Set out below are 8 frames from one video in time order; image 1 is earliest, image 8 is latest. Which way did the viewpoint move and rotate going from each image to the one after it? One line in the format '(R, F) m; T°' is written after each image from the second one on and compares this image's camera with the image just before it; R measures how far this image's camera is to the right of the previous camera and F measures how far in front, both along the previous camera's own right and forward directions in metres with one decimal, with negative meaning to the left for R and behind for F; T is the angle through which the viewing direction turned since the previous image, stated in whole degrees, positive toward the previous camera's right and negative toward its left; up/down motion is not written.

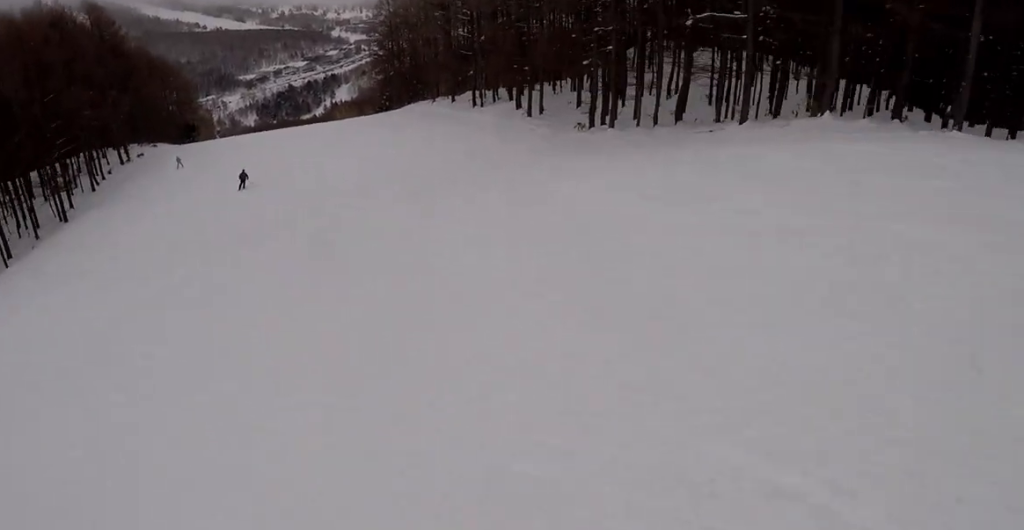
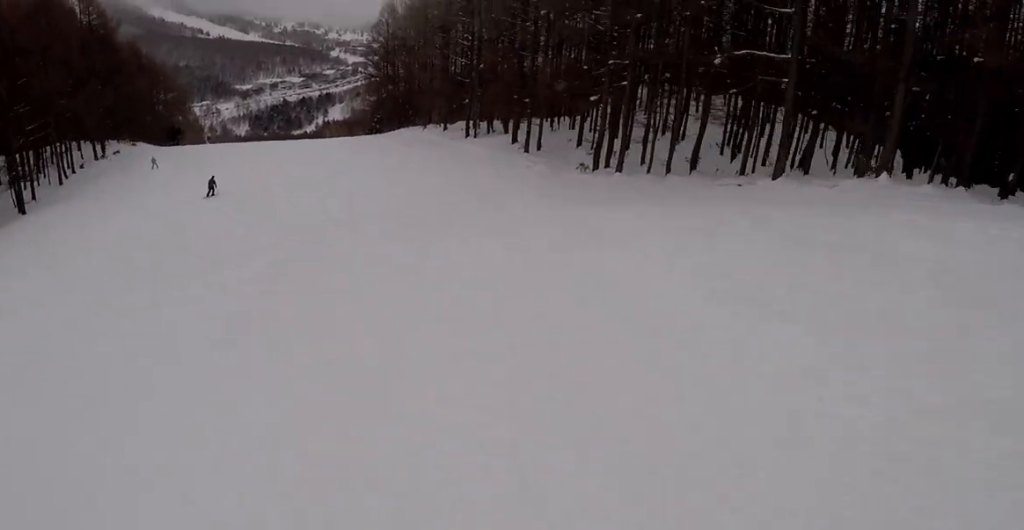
(+0.1, +5.0) m; -2°
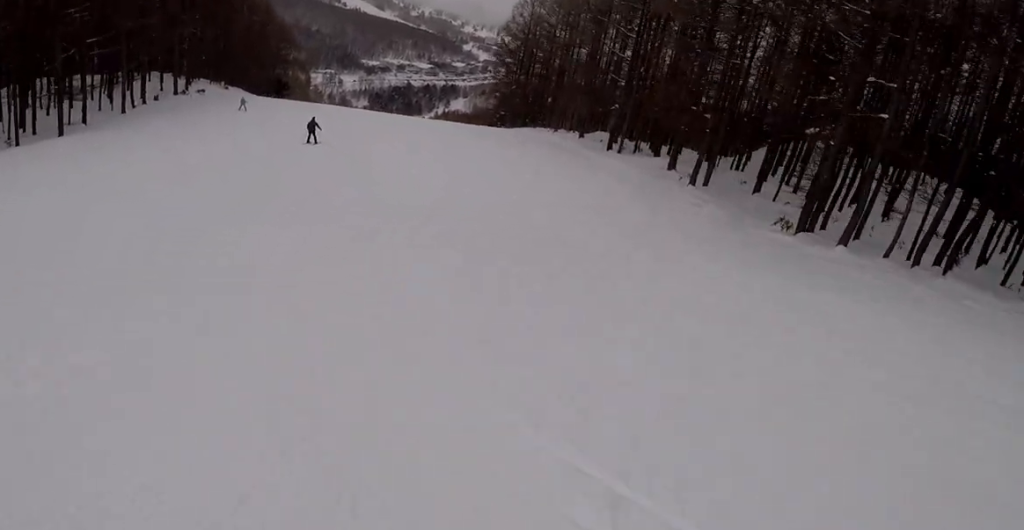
(-0.8, +12.2) m; -5°
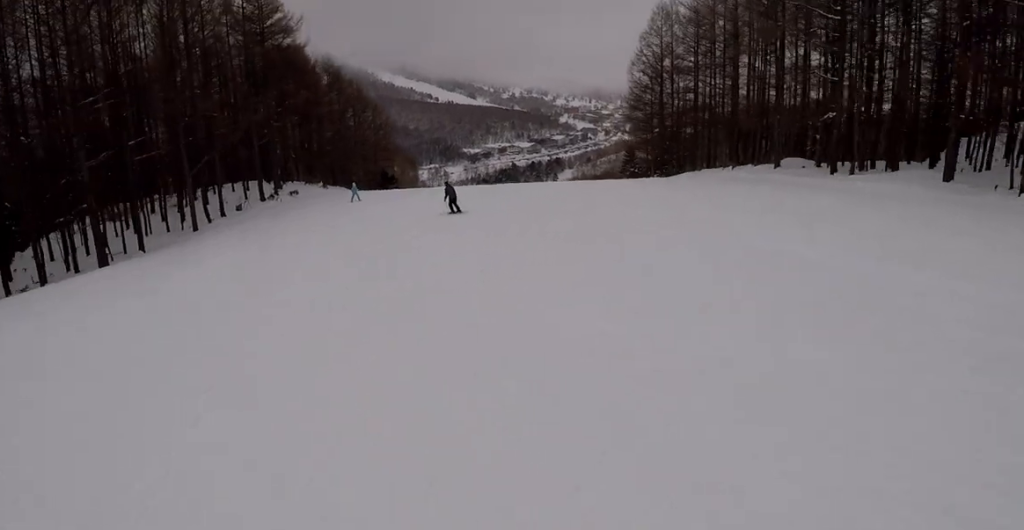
(-0.4, +14.1) m; +4°
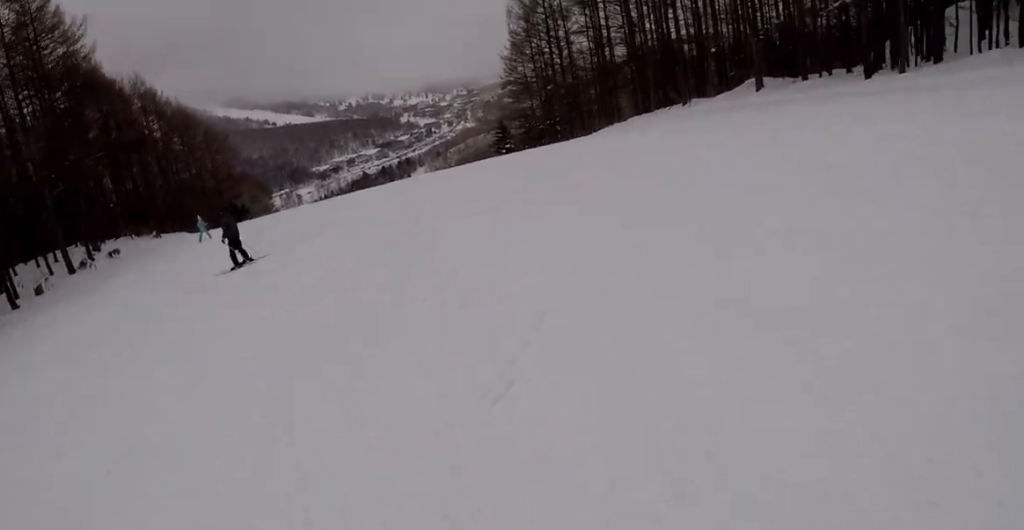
(+1.6, +13.0) m; +12°
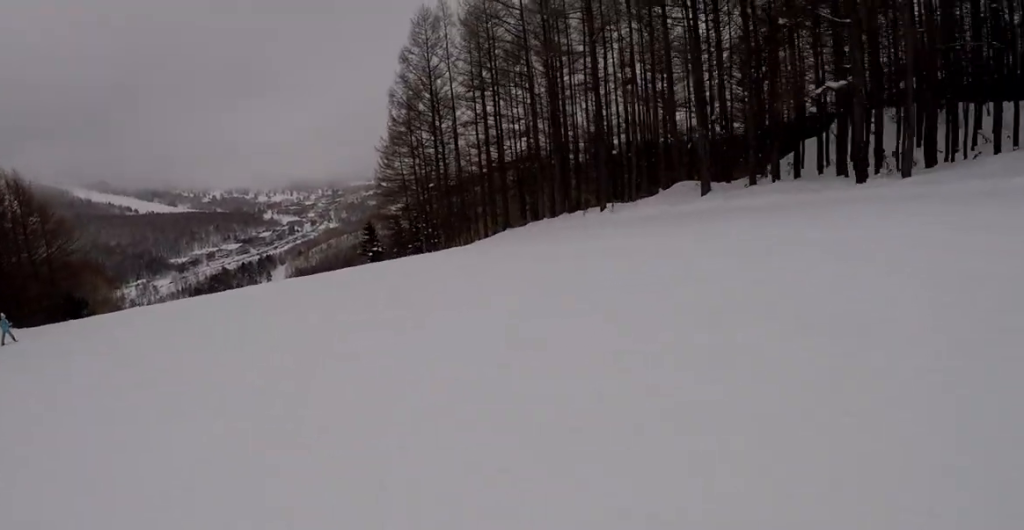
(+0.8, +8.0) m; +1°
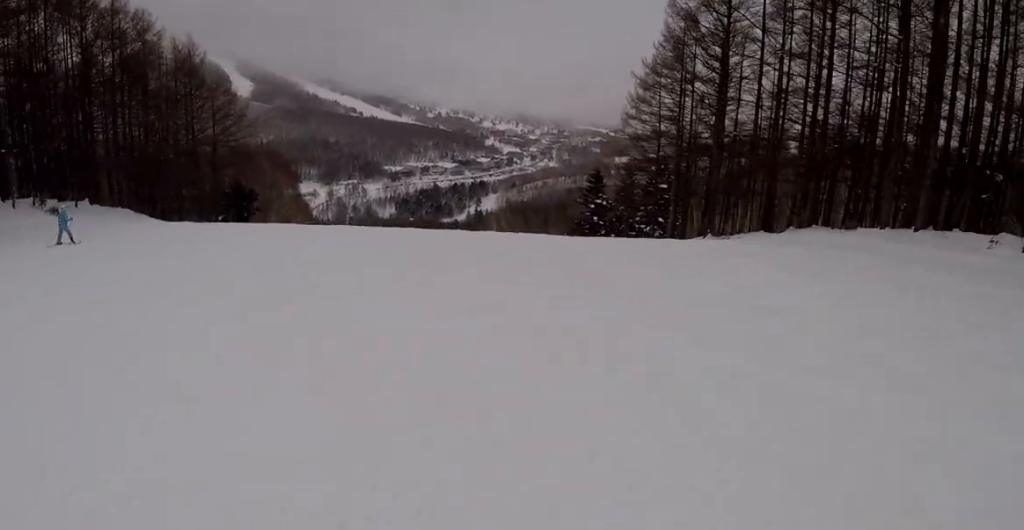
(-2.4, +13.8) m; -11°
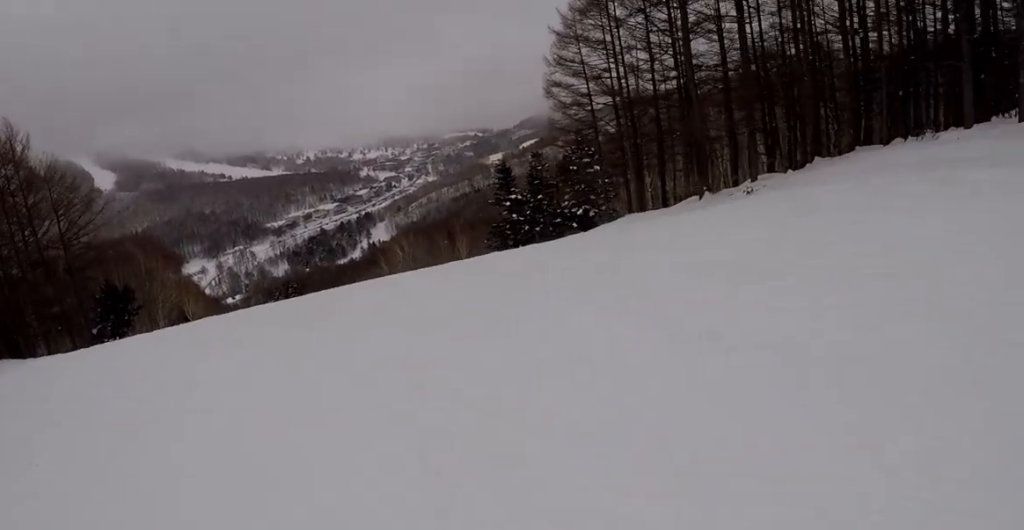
(+0.8, +8.9) m; +9°
